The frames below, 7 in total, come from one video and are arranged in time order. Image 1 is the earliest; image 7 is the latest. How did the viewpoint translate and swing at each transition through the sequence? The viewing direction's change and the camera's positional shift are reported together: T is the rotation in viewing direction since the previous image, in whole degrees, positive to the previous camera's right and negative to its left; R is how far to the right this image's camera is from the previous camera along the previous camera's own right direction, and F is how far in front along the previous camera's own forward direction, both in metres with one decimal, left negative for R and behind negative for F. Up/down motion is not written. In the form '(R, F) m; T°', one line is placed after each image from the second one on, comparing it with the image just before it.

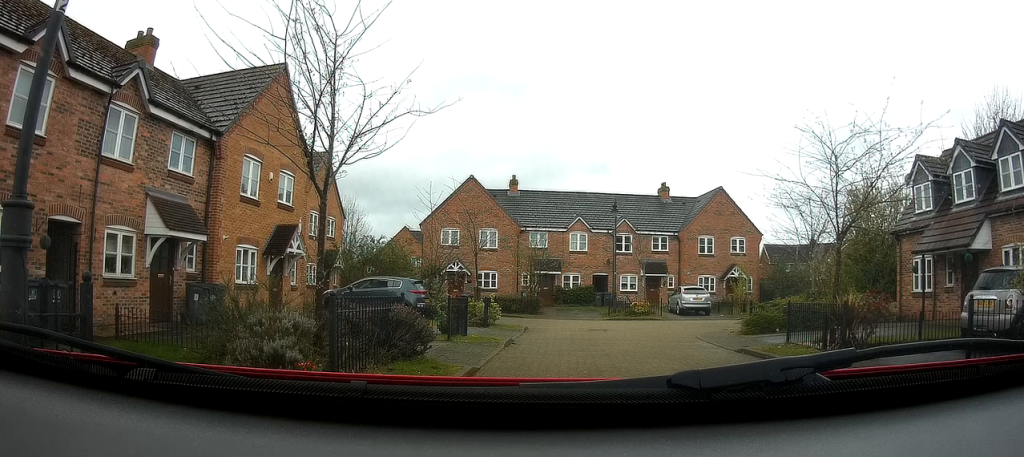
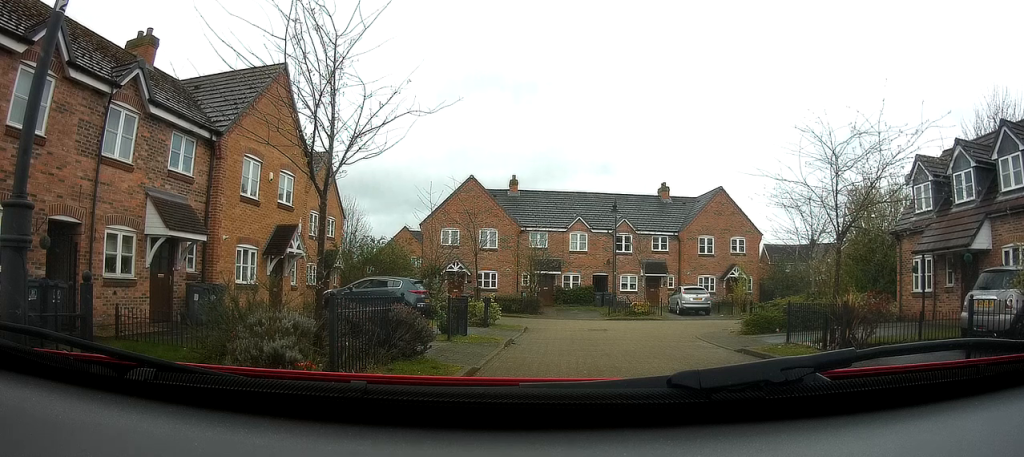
(0.0, 0.0) m; 0°
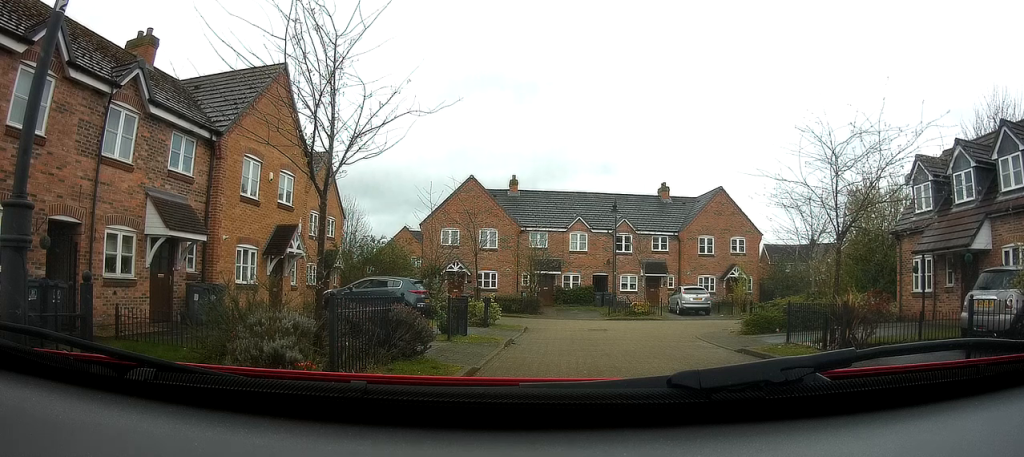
(0.0, 0.0) m; 0°
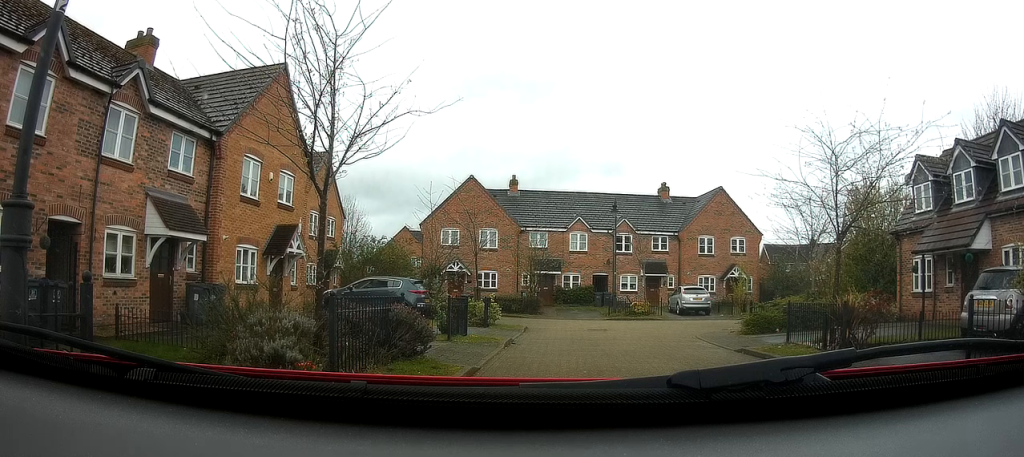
(0.0, 0.0) m; 0°
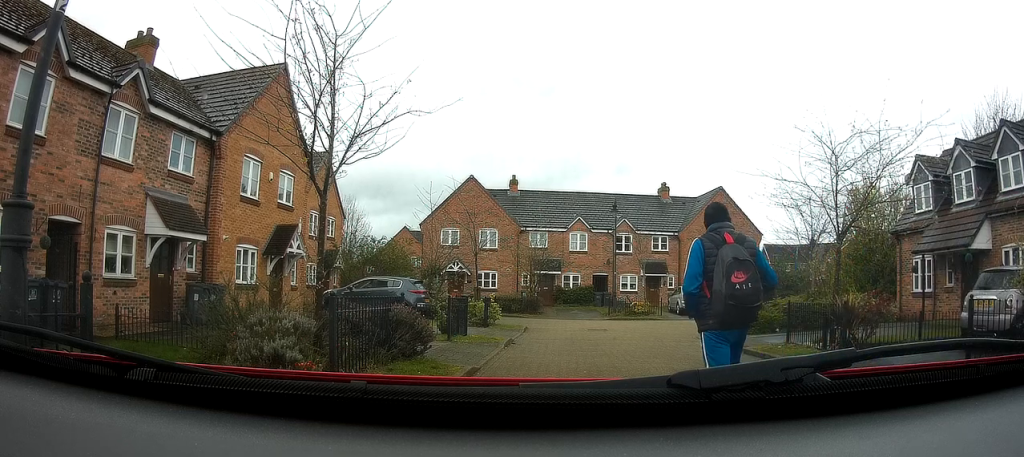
(0.0, 0.0) m; 0°
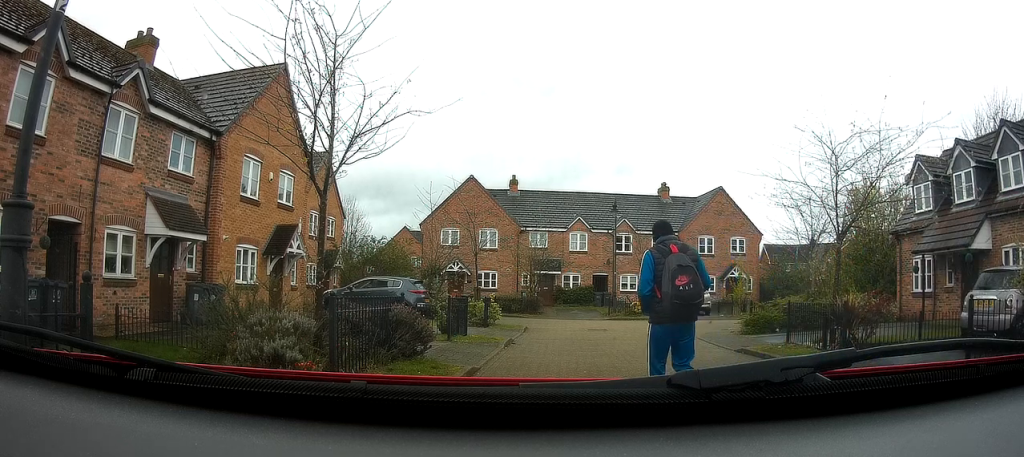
(0.0, 0.0) m; 0°
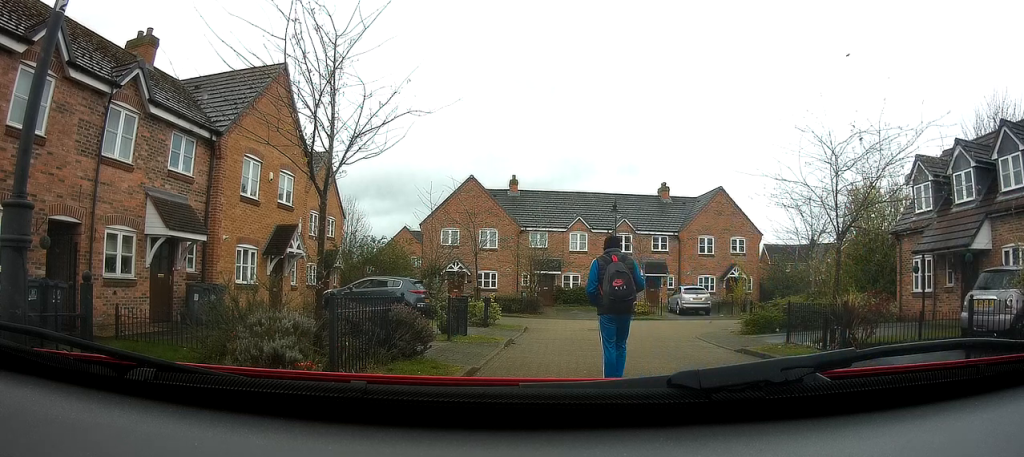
(0.0, 0.0) m; 0°
